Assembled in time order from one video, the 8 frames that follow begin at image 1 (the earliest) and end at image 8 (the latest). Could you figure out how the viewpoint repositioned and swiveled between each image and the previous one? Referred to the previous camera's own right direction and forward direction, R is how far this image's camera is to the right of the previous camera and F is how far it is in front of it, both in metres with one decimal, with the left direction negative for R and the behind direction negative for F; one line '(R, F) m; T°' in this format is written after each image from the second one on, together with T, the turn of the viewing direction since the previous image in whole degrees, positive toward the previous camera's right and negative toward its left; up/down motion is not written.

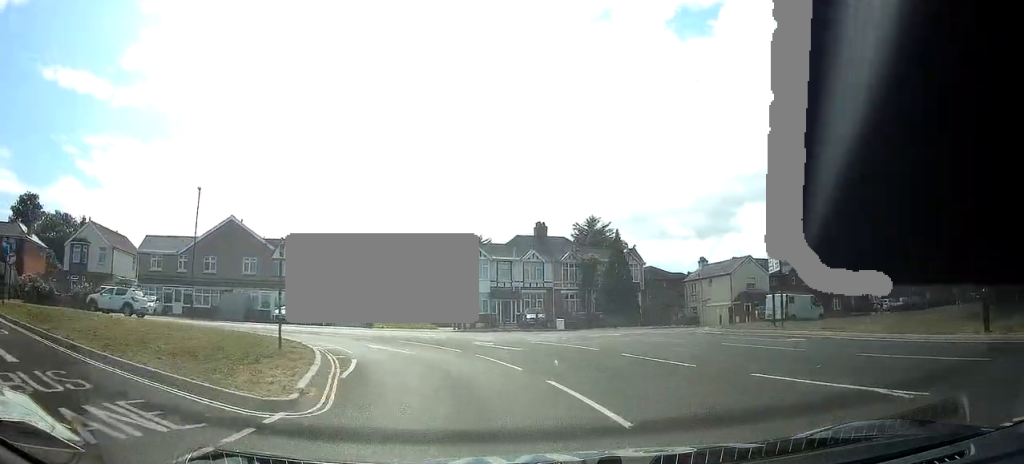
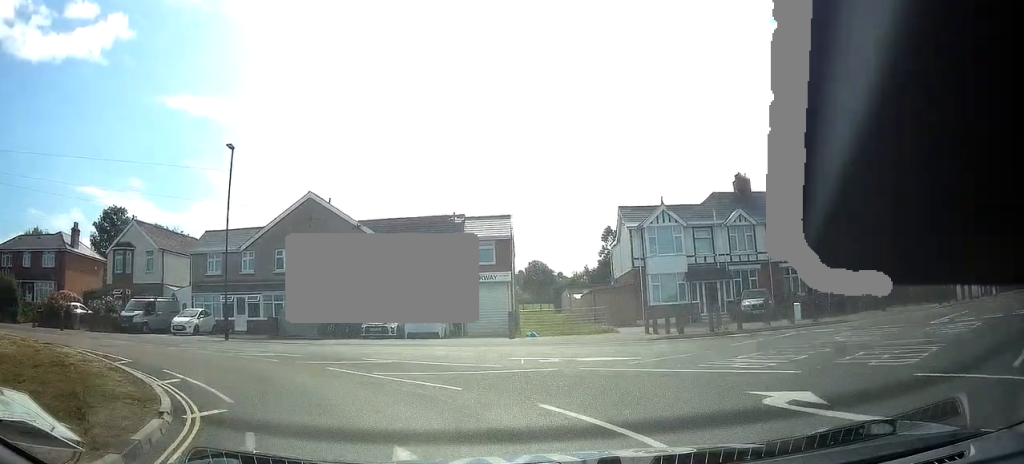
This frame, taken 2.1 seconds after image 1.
(0.0, +15.2) m; 0°
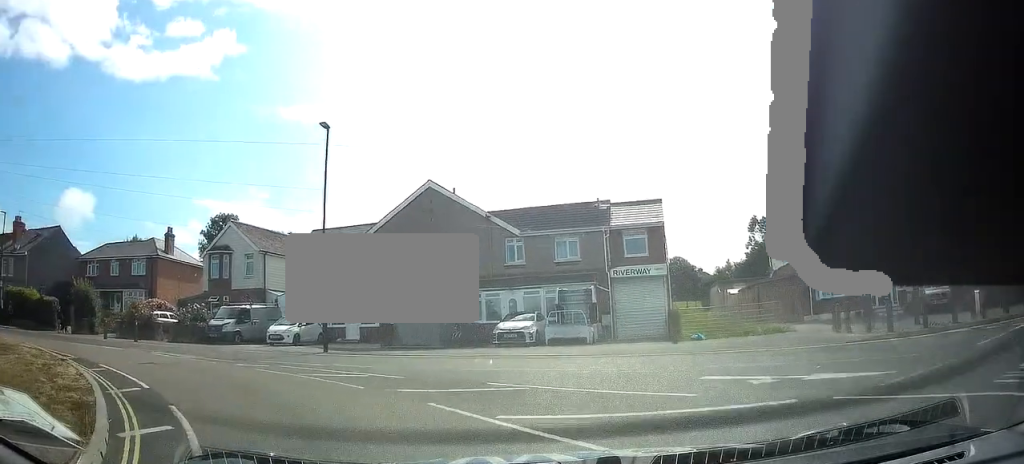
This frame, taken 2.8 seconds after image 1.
(0.0, +4.5) m; -1°
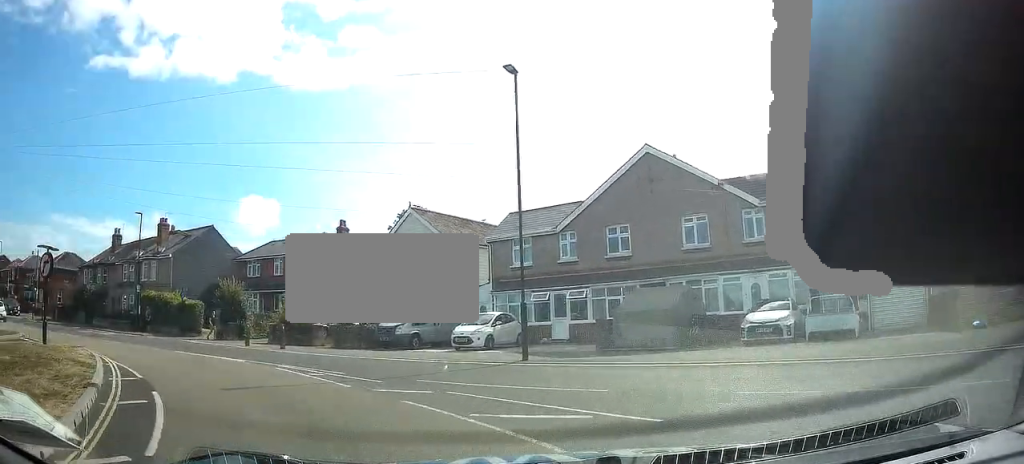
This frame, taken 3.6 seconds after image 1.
(0.0, +5.1) m; -8°
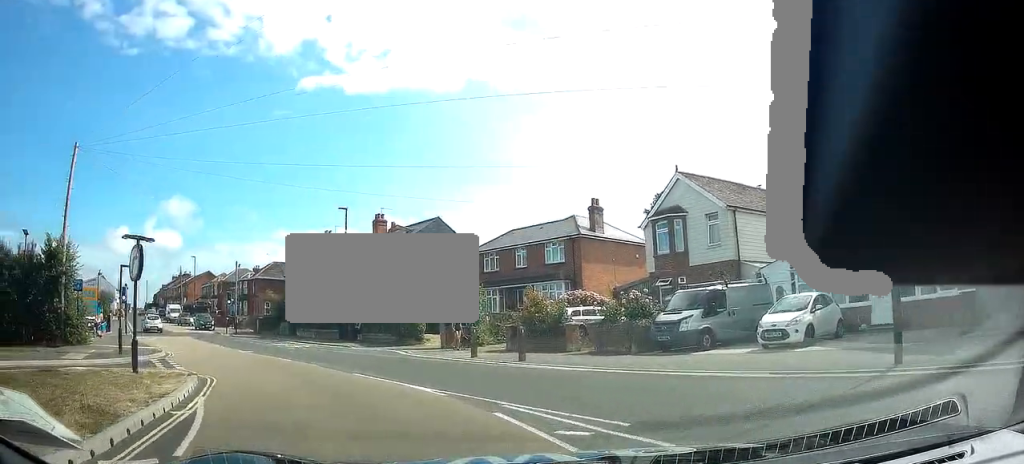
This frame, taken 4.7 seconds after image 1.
(-1.0, +5.4) m; -29°
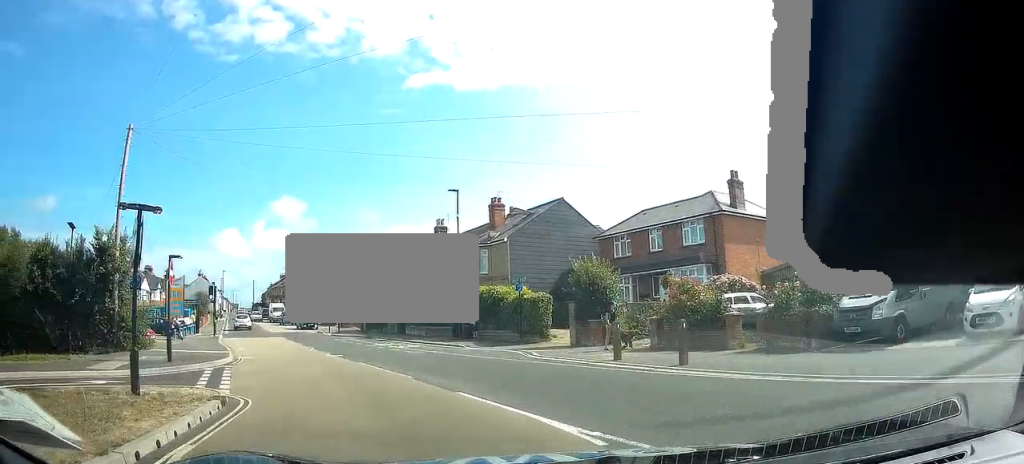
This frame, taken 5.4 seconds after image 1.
(-1.0, +3.6) m; -16°
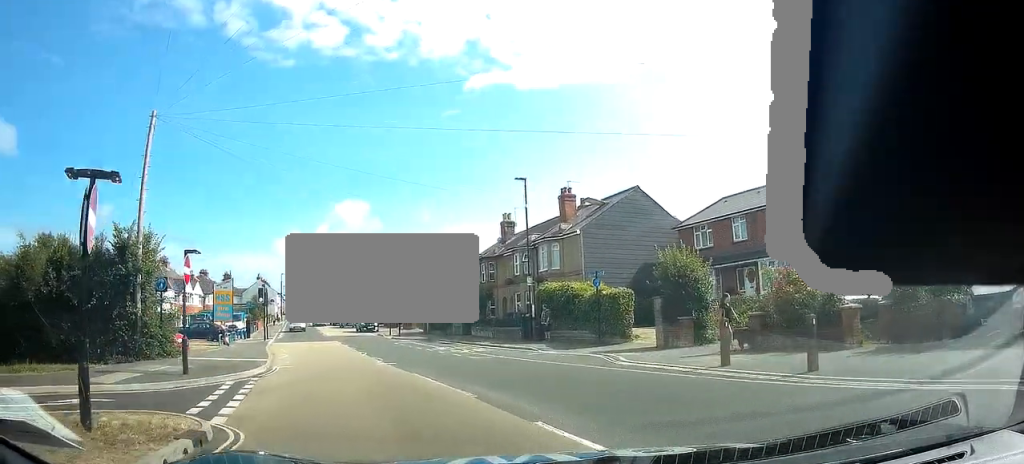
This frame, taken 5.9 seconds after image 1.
(0.0, +2.3) m; -4°
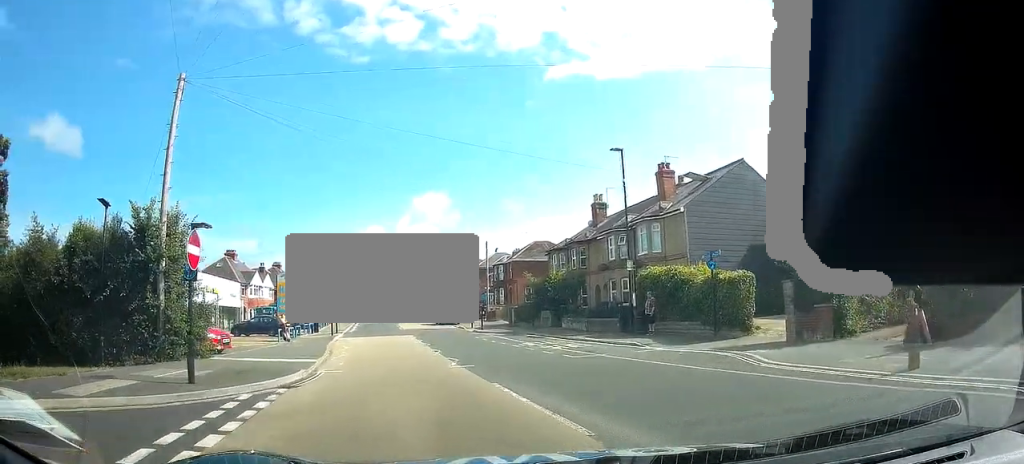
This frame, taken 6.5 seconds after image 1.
(0.0, +2.9) m; -6°
